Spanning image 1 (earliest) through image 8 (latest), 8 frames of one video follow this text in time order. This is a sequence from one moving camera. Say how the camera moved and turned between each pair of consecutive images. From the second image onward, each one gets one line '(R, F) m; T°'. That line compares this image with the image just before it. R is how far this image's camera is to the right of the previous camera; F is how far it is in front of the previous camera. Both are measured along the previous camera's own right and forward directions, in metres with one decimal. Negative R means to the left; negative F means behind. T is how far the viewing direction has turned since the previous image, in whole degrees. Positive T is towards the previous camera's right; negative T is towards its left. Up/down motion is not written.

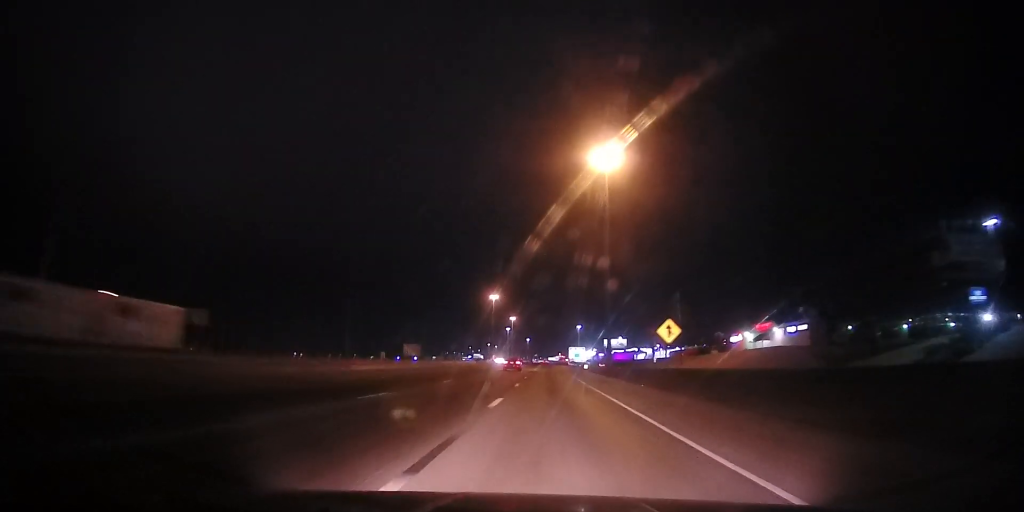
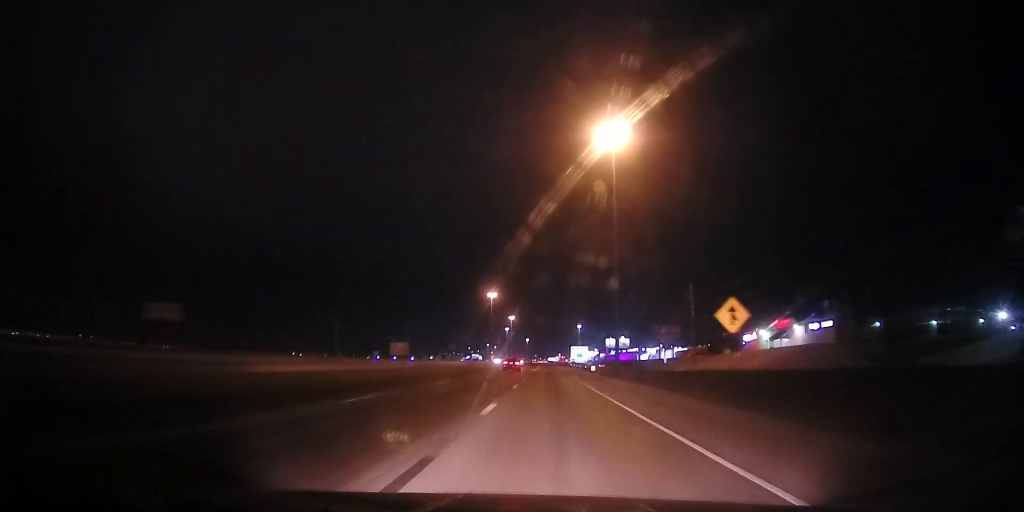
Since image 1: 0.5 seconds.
(+0.3, +13.5) m; 0°
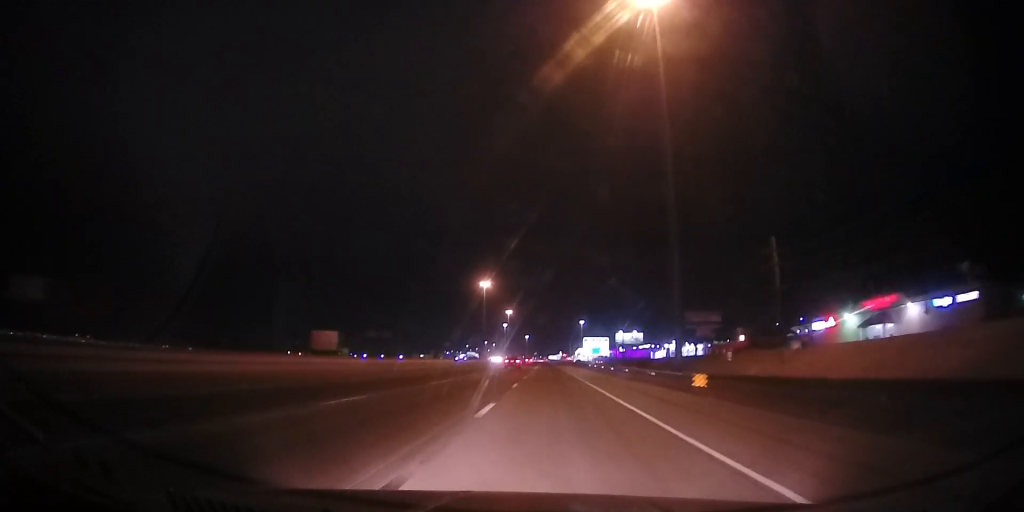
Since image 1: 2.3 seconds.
(-0.1, +49.4) m; 0°
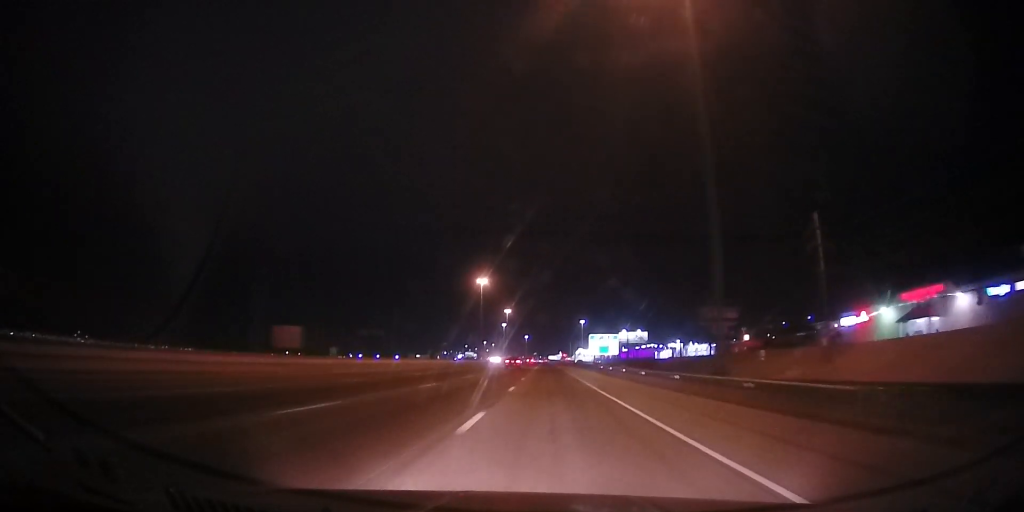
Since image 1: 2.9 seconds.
(+0.3, +14.5) m; 0°
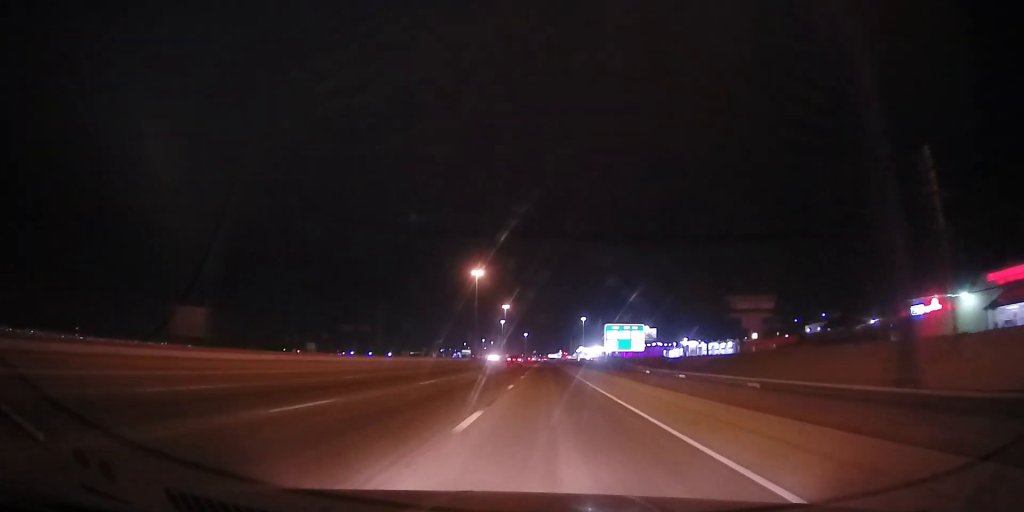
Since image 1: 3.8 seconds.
(-0.1, +24.4) m; 0°
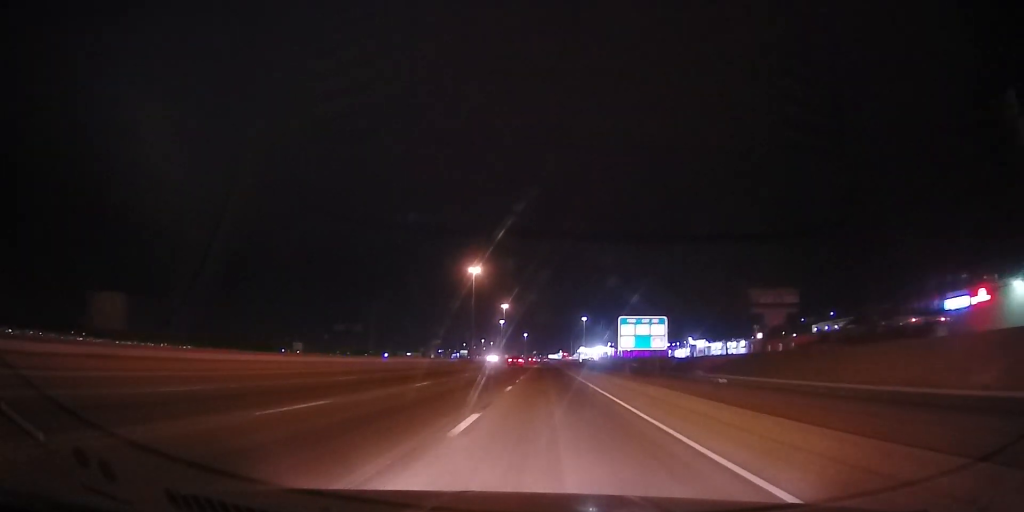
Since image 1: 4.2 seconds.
(-0.1, +12.7) m; 0°
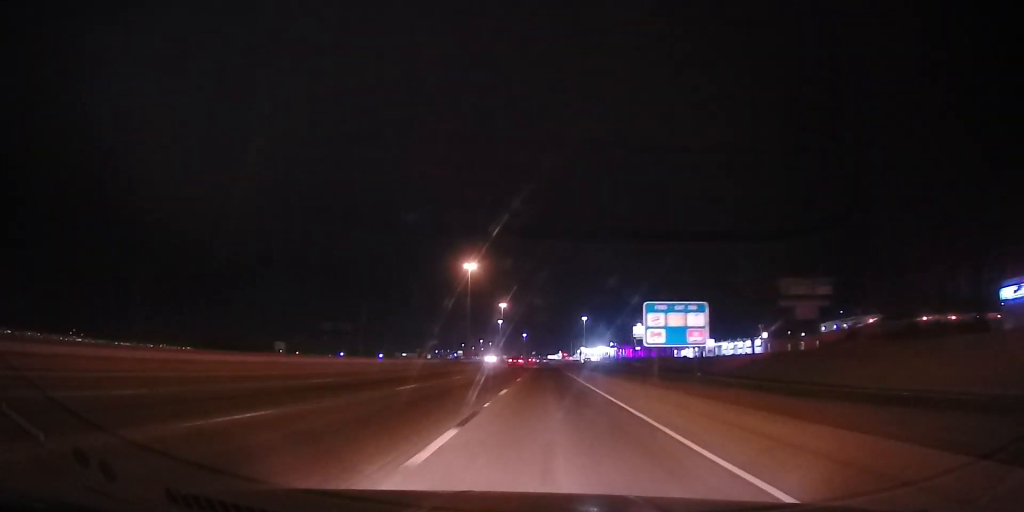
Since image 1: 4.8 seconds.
(0.0, +14.5) m; 0°
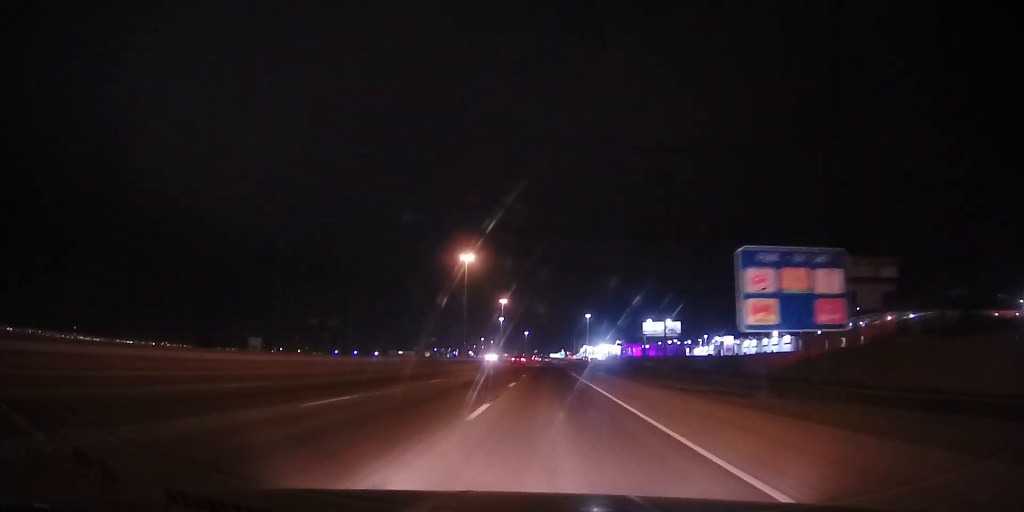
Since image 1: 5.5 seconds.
(+0.1, +19.9) m; 0°
